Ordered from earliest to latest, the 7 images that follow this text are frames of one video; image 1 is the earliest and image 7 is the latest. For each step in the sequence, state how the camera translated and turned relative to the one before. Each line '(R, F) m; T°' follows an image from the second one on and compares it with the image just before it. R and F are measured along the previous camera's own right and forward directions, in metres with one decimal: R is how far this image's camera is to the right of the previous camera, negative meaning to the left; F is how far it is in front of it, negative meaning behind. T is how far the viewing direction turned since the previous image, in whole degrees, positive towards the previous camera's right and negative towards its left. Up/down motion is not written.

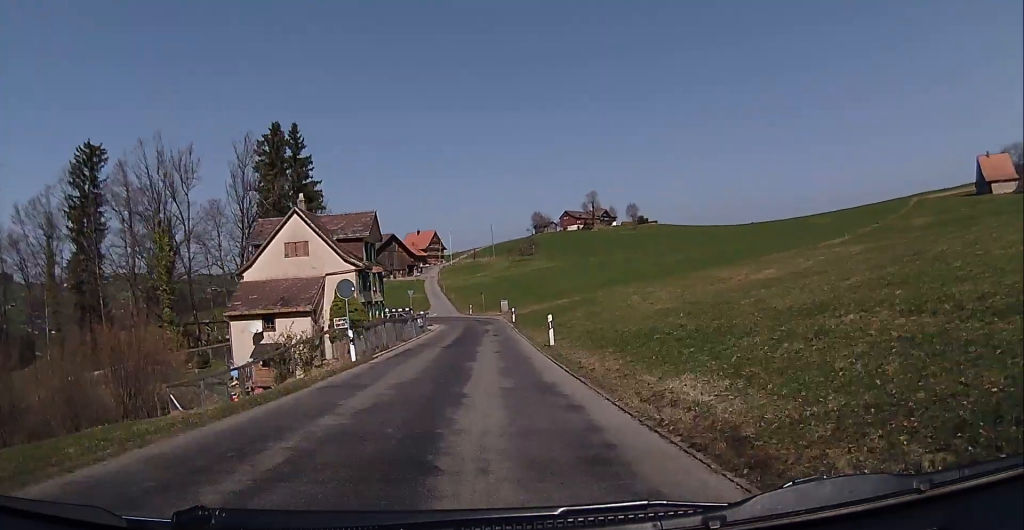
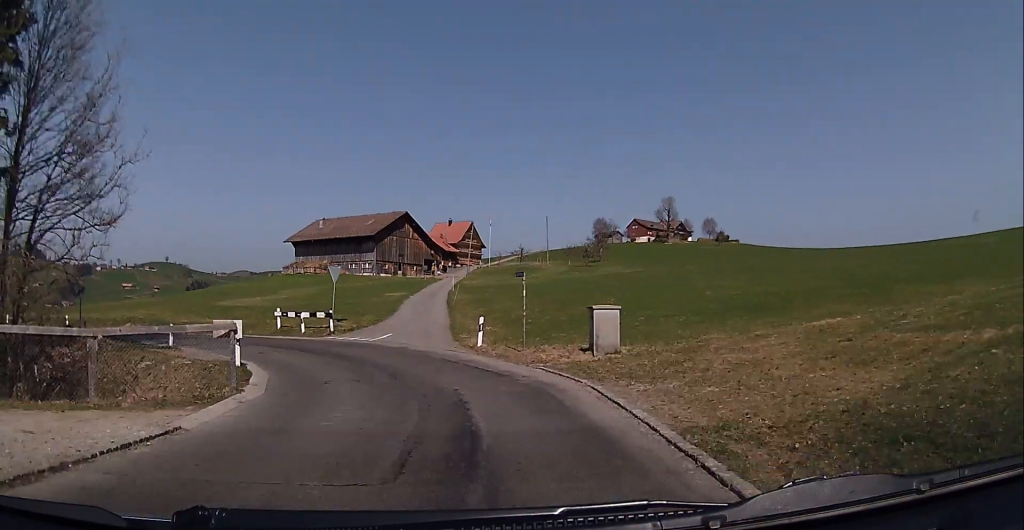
(+1.6, +55.7) m; -3°
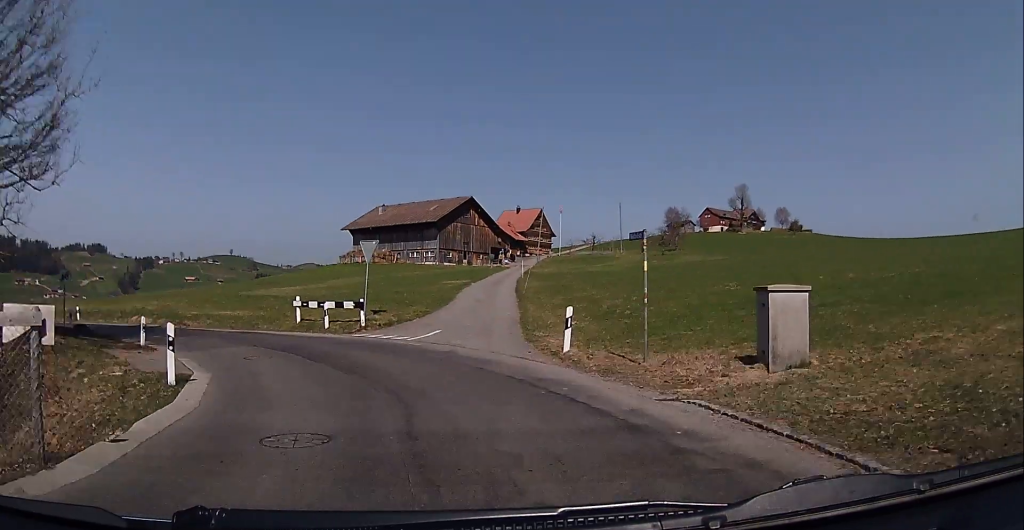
(-0.1, +8.7) m; -7°
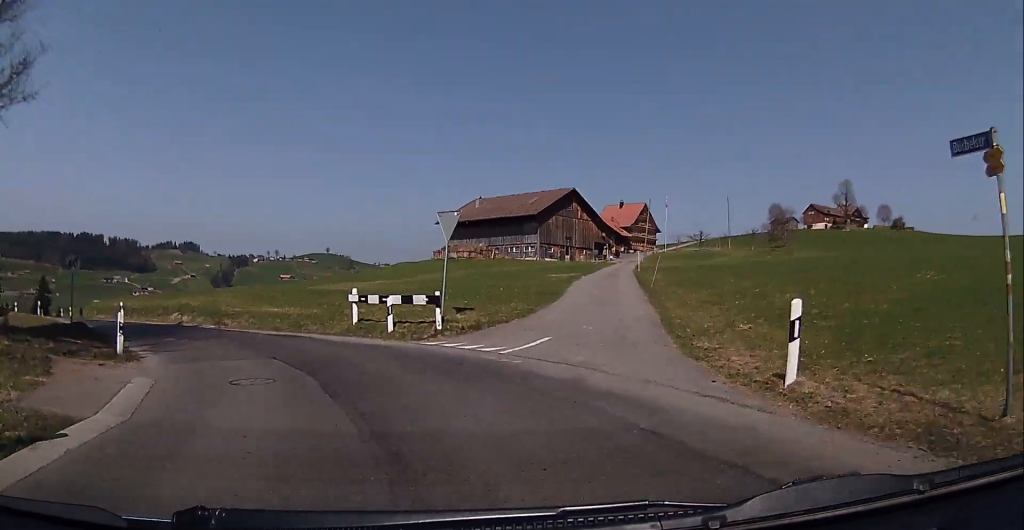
(-0.9, +7.9) m; -8°
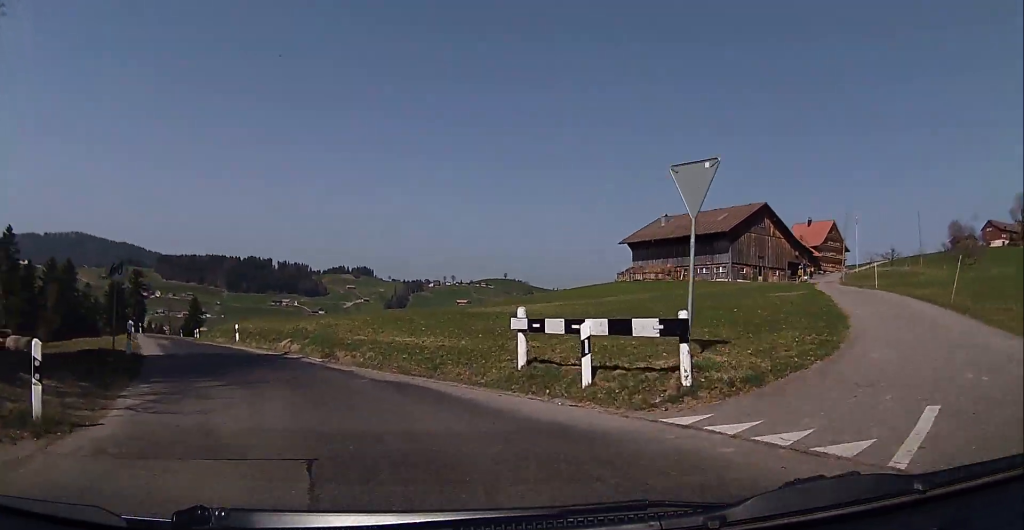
(-0.9, +10.1) m; -11°
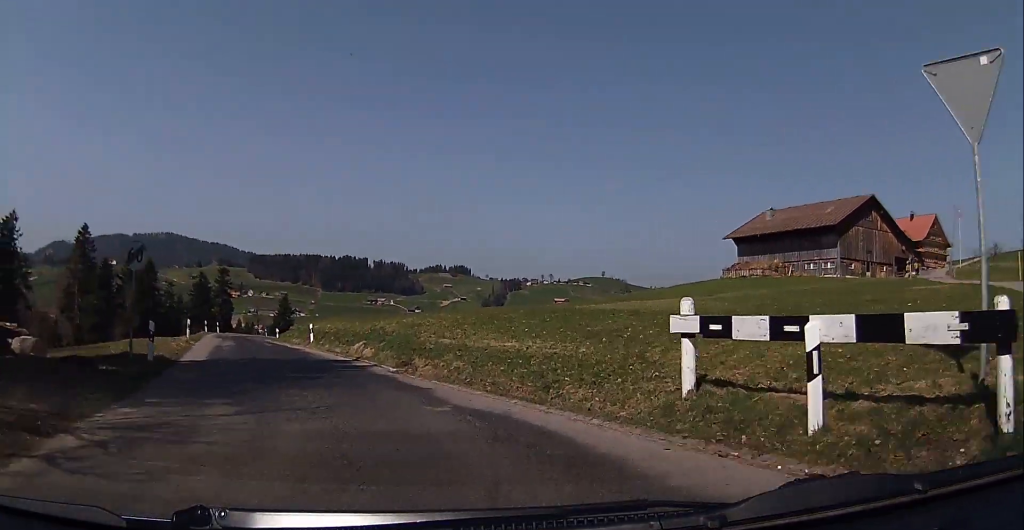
(0.0, +5.0) m; -5°
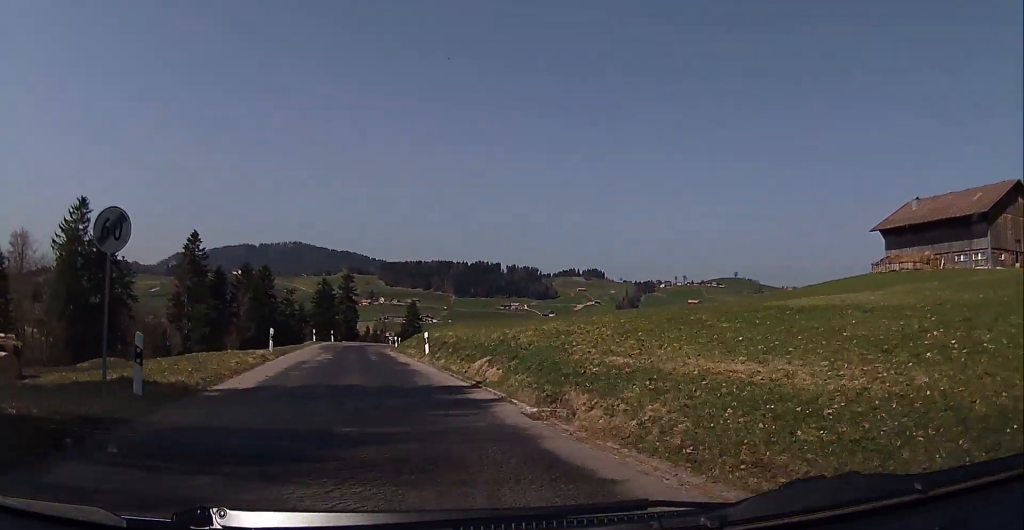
(-0.7, +7.0) m; -6°
